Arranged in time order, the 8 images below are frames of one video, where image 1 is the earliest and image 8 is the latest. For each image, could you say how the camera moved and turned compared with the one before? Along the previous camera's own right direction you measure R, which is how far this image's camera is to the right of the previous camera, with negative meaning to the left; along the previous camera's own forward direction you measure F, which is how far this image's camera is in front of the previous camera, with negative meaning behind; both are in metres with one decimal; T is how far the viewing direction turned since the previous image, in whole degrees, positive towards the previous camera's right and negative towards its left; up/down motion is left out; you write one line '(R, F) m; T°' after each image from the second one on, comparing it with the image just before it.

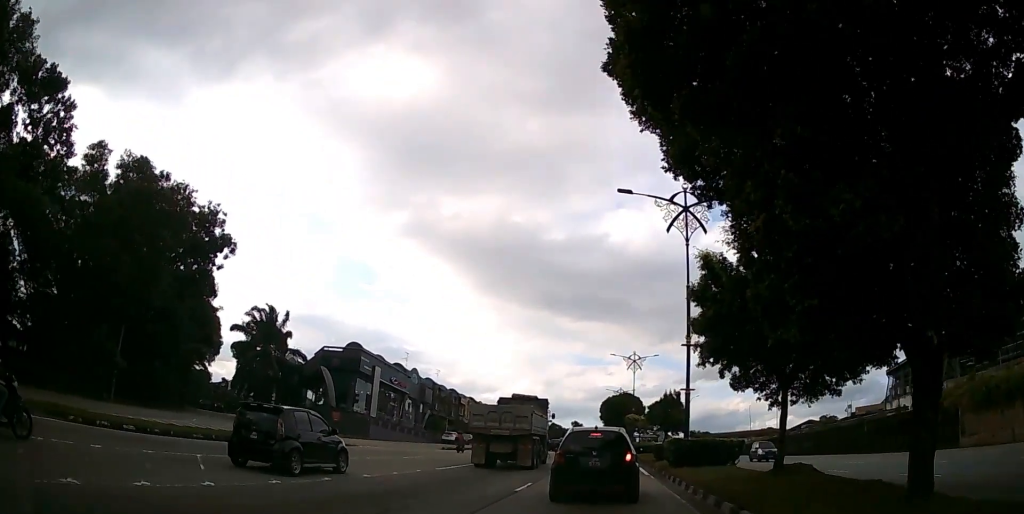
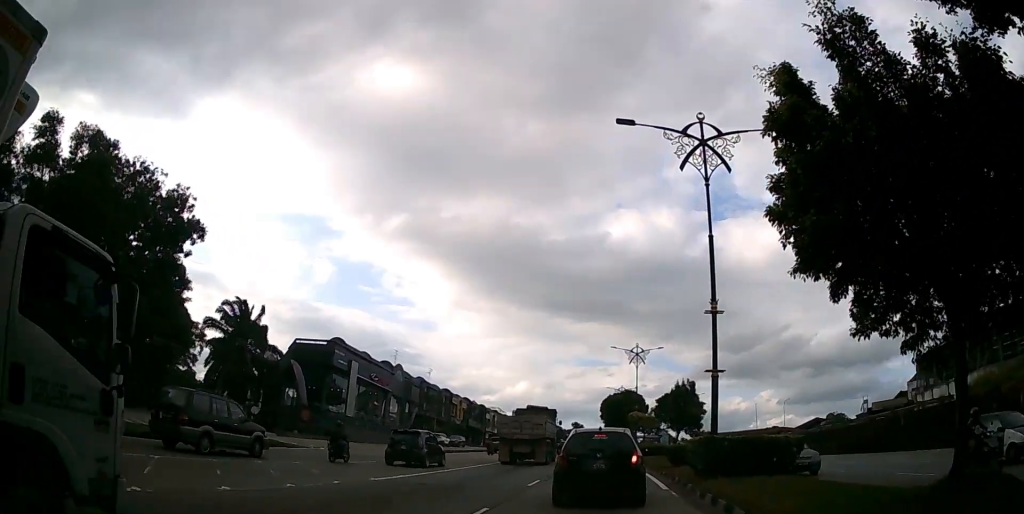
(-0.1, +6.0) m; 0°
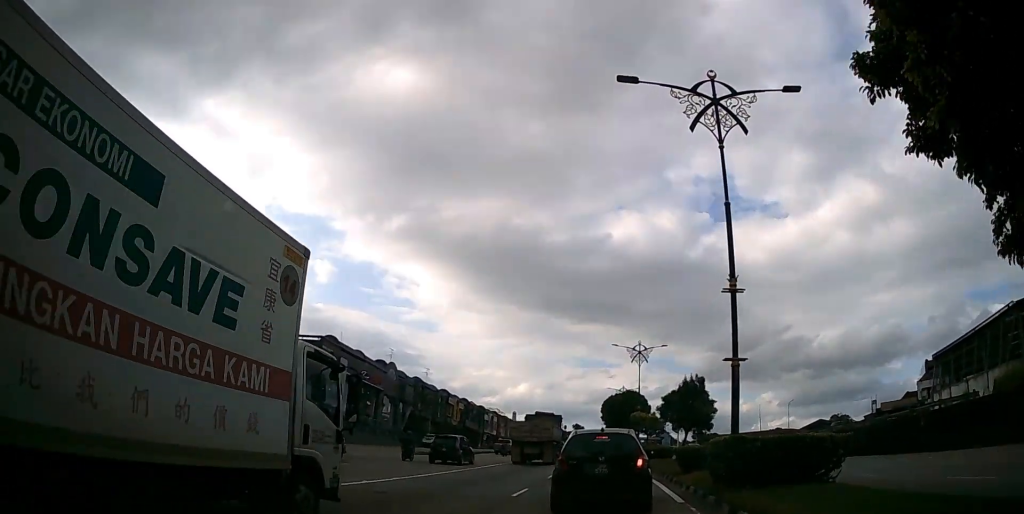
(0.0, +2.8) m; +1°
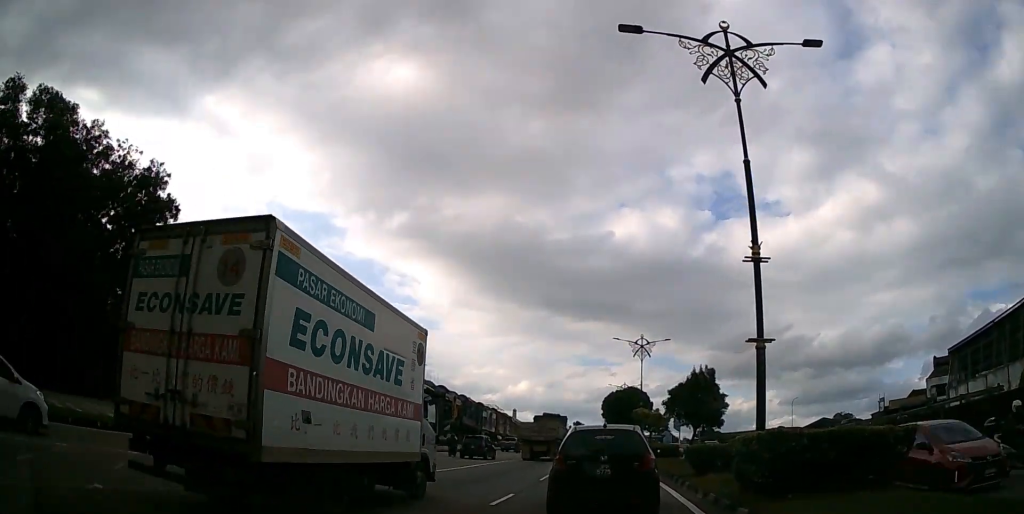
(0.0, +2.5) m; +1°
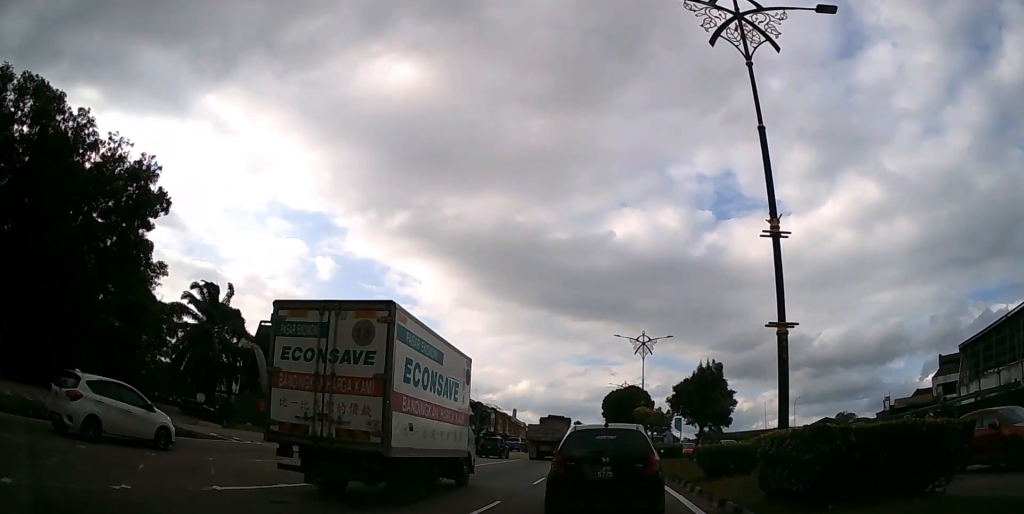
(0.0, +1.7) m; 0°
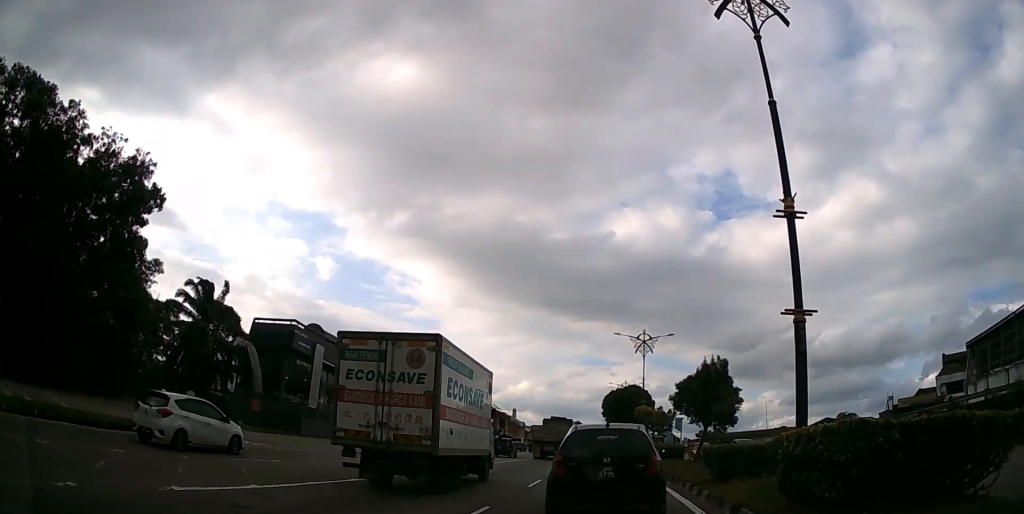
(0.0, +1.0) m; 0°
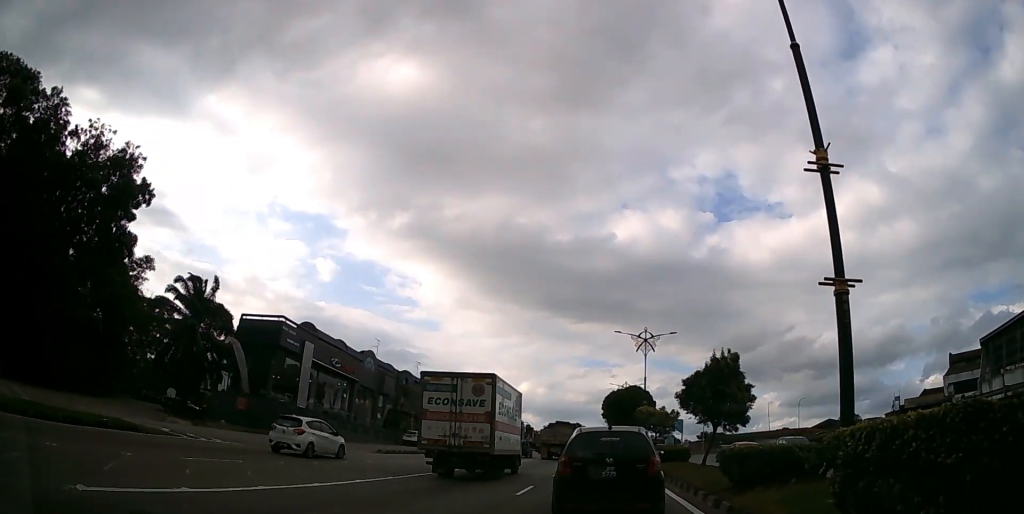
(0.0, +2.1) m; 0°
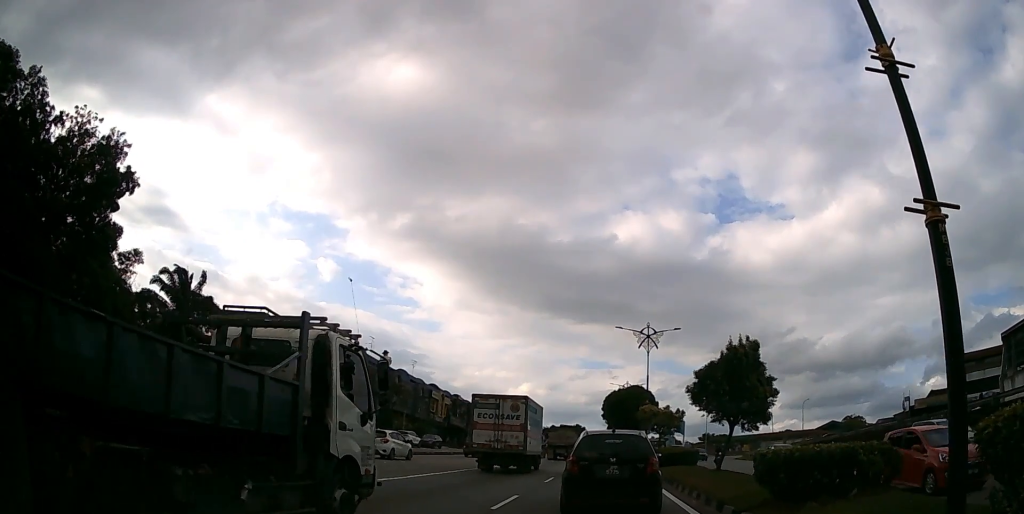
(0.0, +2.5) m; +1°
